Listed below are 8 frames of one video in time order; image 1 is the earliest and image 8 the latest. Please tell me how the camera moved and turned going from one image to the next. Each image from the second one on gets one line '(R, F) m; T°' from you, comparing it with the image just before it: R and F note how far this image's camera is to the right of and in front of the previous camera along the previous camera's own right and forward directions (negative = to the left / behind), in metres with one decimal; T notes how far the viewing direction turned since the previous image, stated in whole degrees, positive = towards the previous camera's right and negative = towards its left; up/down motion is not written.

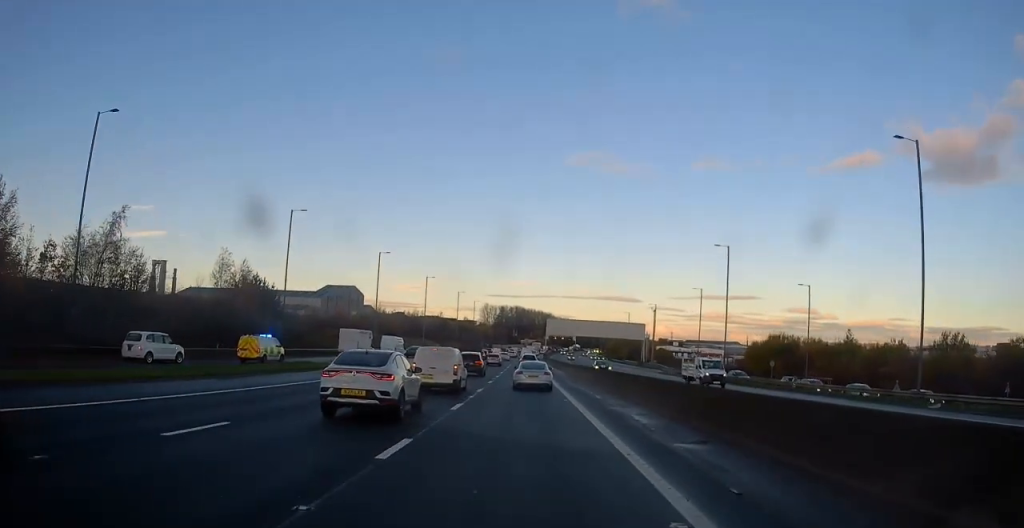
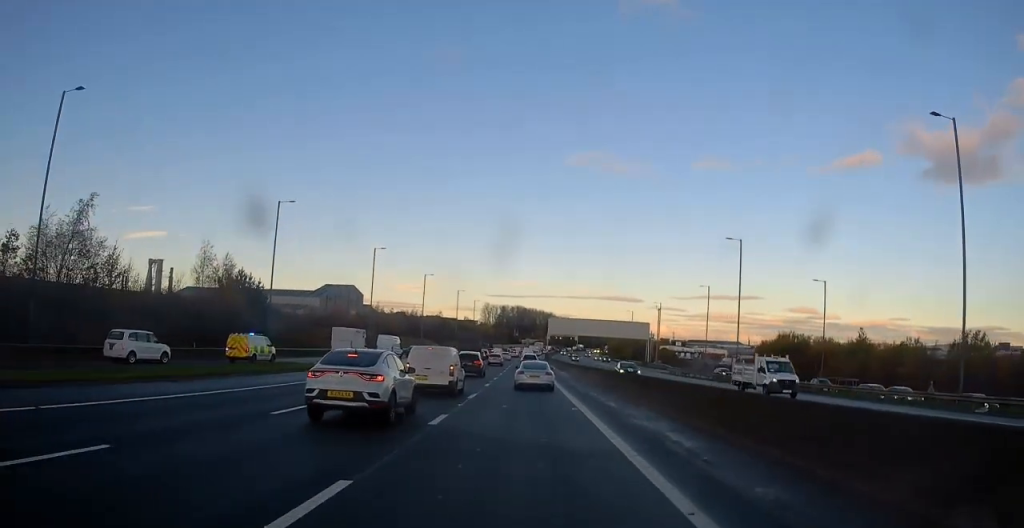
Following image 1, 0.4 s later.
(+0.1, +4.1) m; +1°
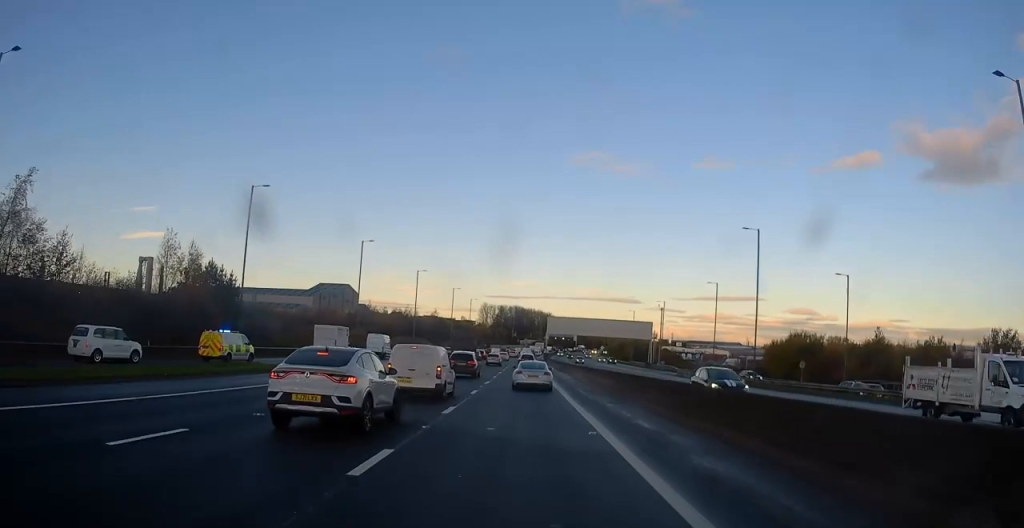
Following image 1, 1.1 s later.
(+0.2, +6.3) m; +2°
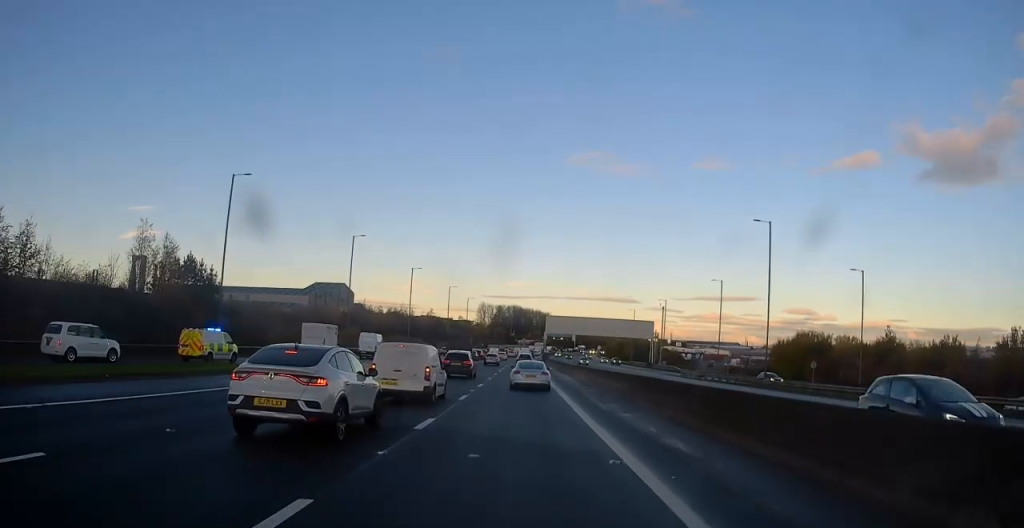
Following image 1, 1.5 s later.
(0.0, +3.8) m; 0°
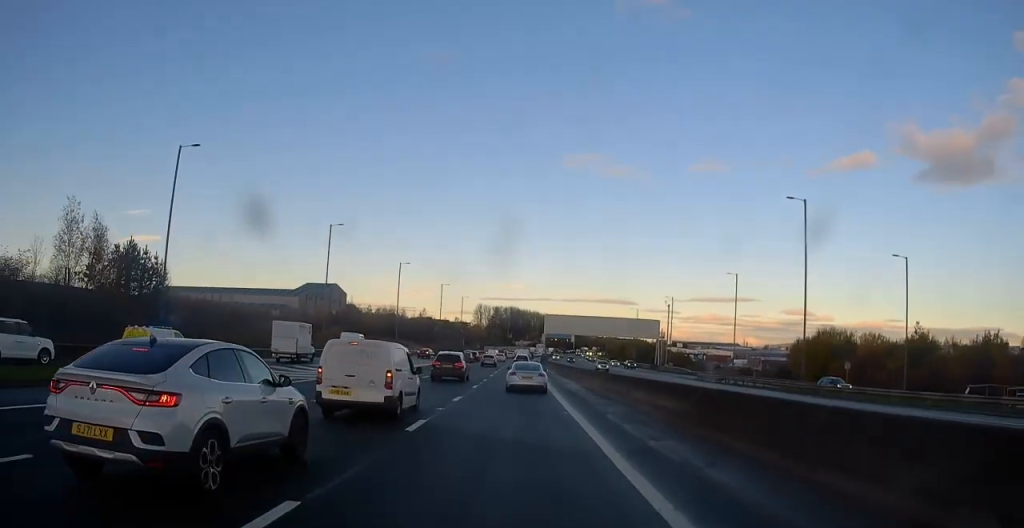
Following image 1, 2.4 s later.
(0.0, +9.0) m; -1°
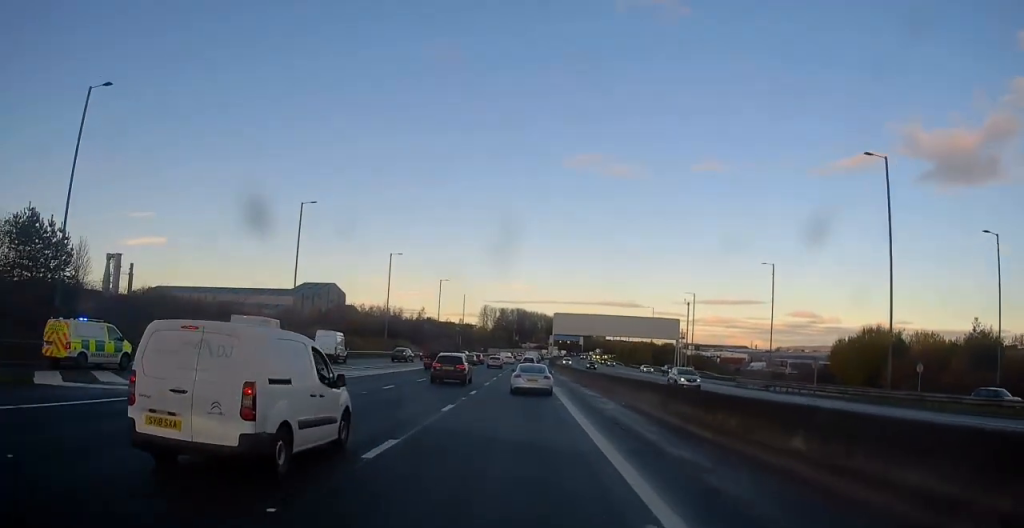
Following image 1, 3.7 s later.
(-0.4, +12.4) m; -2°
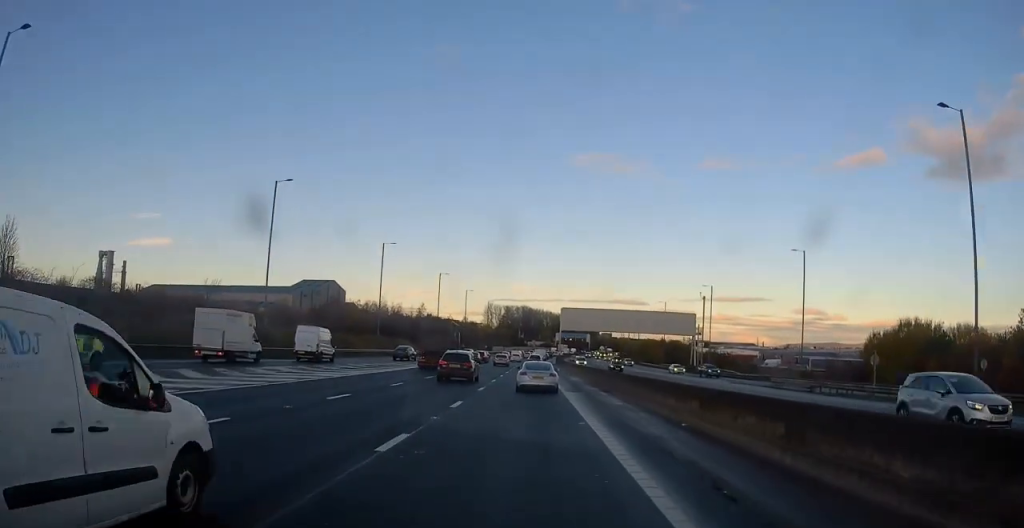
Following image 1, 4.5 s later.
(0.0, +8.3) m; +1°
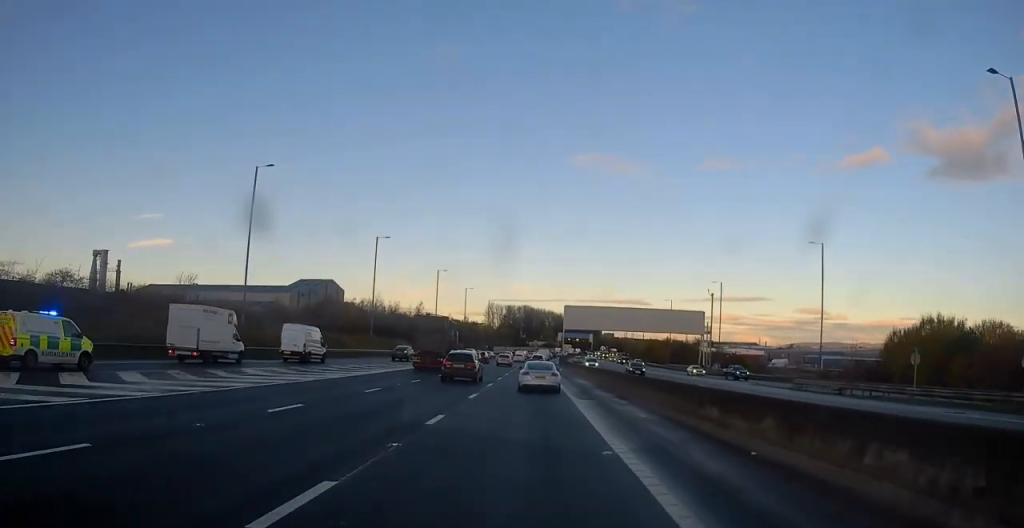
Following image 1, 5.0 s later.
(+0.2, +4.7) m; +1°
